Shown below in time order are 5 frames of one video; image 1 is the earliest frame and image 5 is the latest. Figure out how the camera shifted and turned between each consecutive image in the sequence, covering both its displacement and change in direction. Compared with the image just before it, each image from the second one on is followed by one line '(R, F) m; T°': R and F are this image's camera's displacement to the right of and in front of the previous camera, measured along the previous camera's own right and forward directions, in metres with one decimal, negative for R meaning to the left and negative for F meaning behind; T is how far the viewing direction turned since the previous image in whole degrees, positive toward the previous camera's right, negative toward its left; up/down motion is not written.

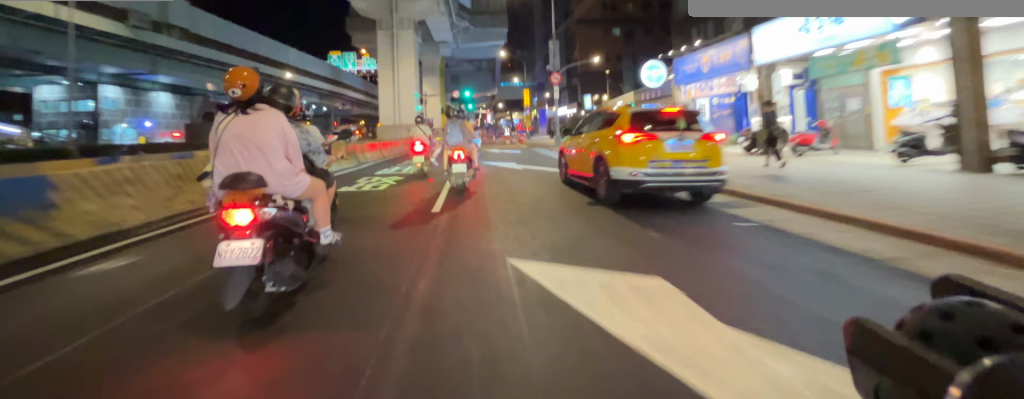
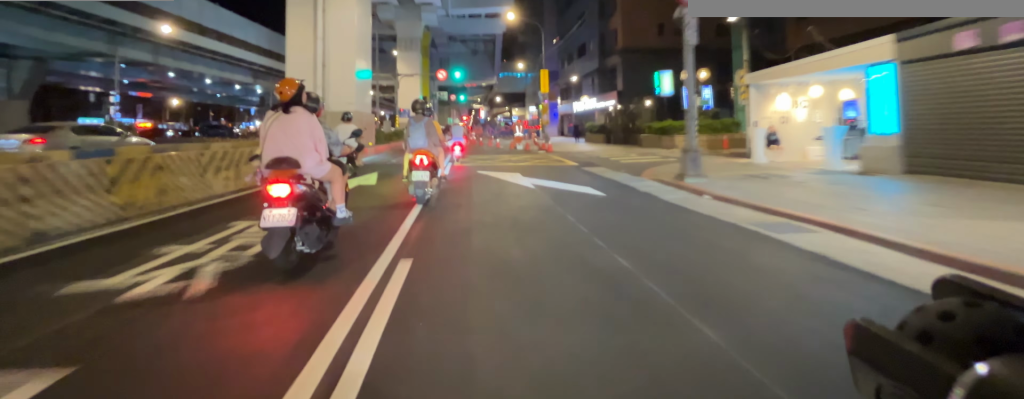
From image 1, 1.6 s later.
(+0.3, +16.1) m; +2°
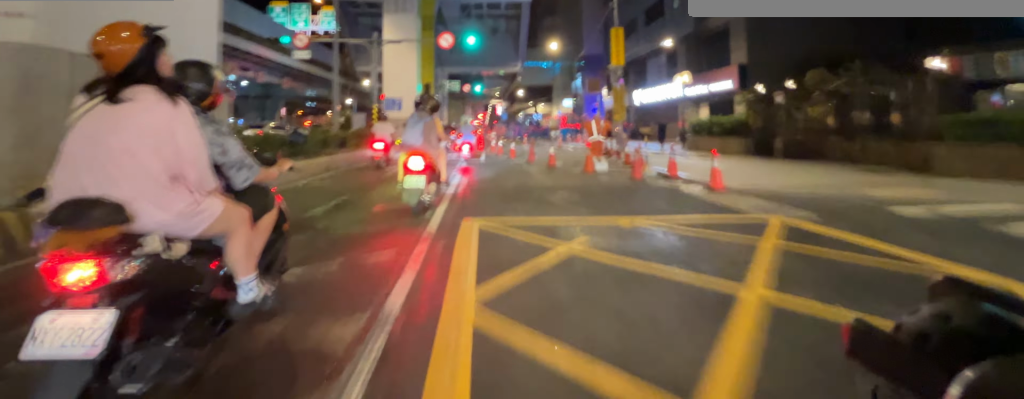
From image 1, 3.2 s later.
(+0.1, +13.5) m; +1°
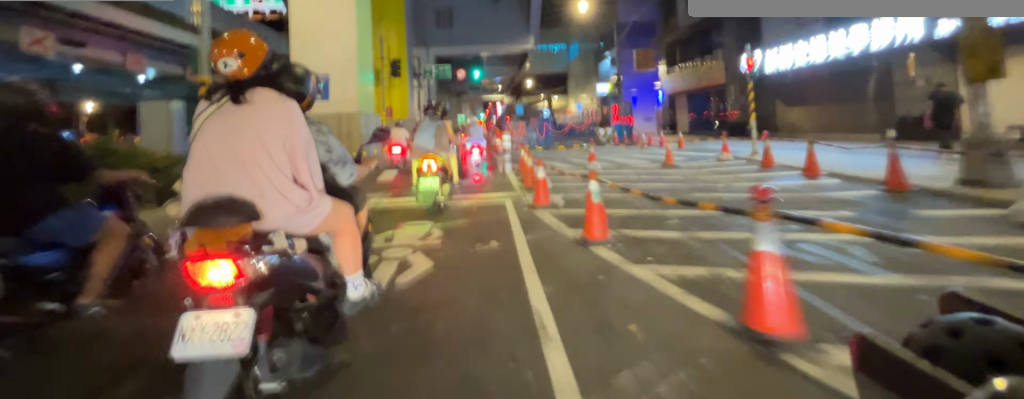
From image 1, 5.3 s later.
(+0.1, +15.3) m; -1°
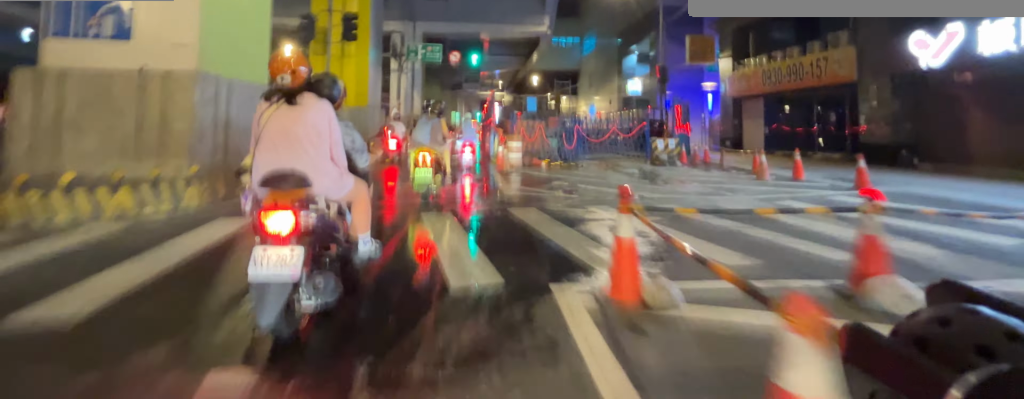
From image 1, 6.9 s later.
(-0.3, +9.5) m; -2°
